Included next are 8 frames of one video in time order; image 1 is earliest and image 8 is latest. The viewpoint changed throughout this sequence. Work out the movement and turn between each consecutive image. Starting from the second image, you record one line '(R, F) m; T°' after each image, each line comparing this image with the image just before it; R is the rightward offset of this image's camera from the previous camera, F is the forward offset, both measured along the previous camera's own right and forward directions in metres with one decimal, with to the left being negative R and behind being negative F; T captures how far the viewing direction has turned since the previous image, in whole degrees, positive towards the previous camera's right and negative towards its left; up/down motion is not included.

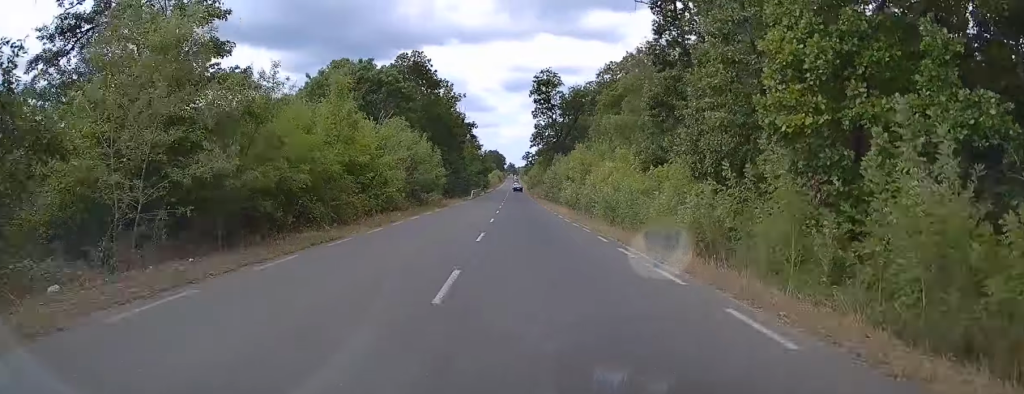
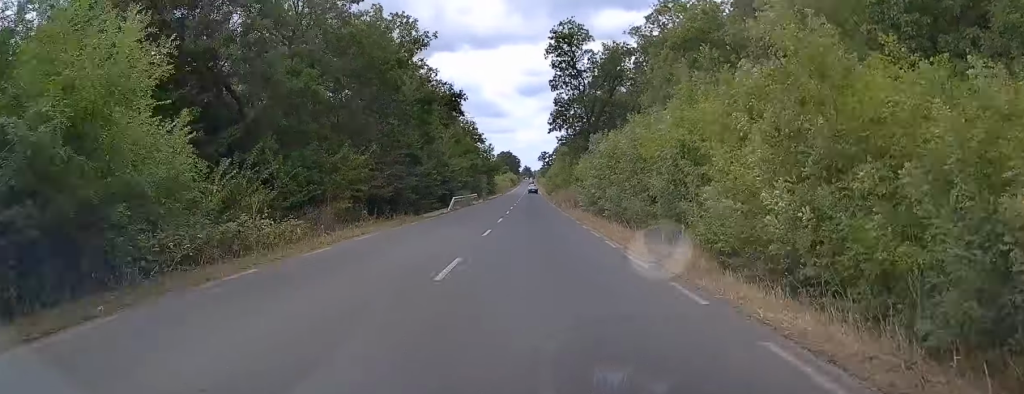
(-1.2, +33.9) m; -3°
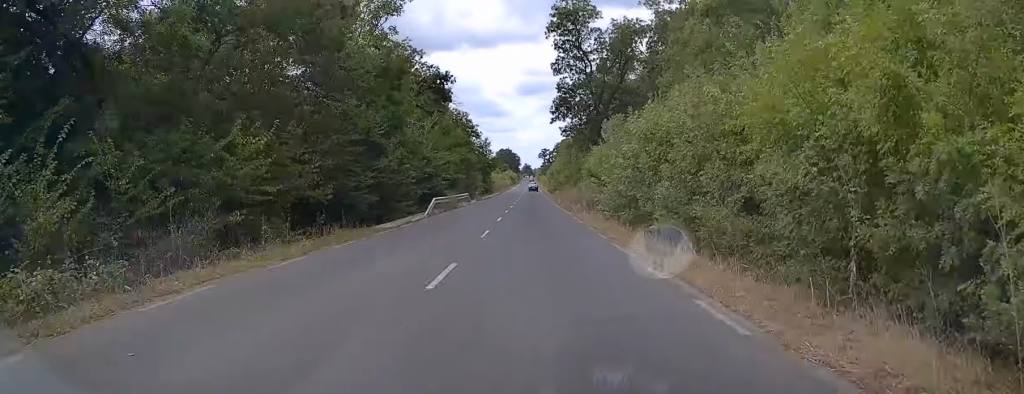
(0.0, +9.7) m; 0°
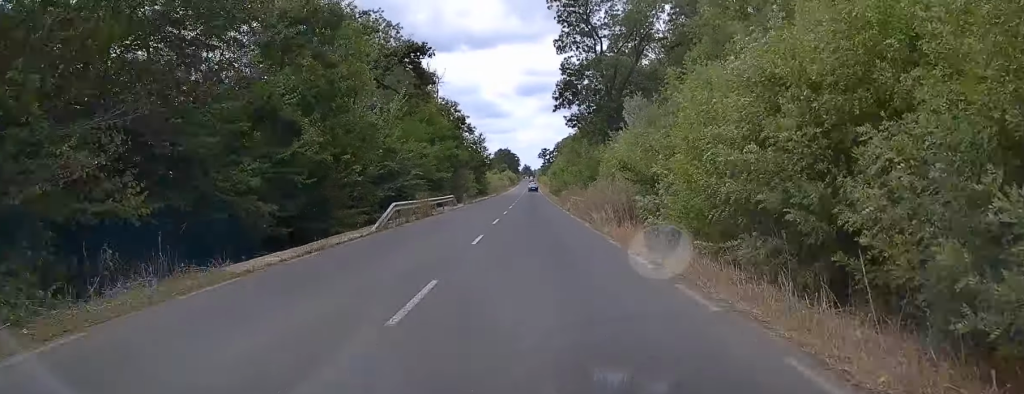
(0.0, +11.1) m; 0°
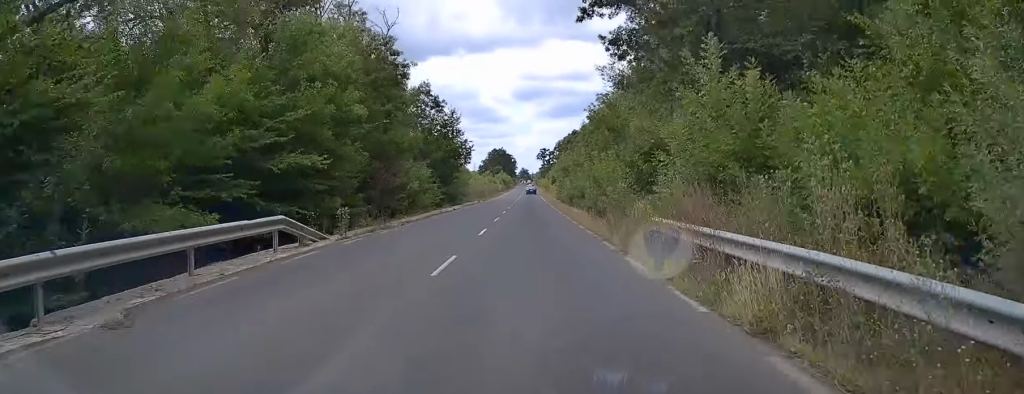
(+0.1, +32.1) m; 0°
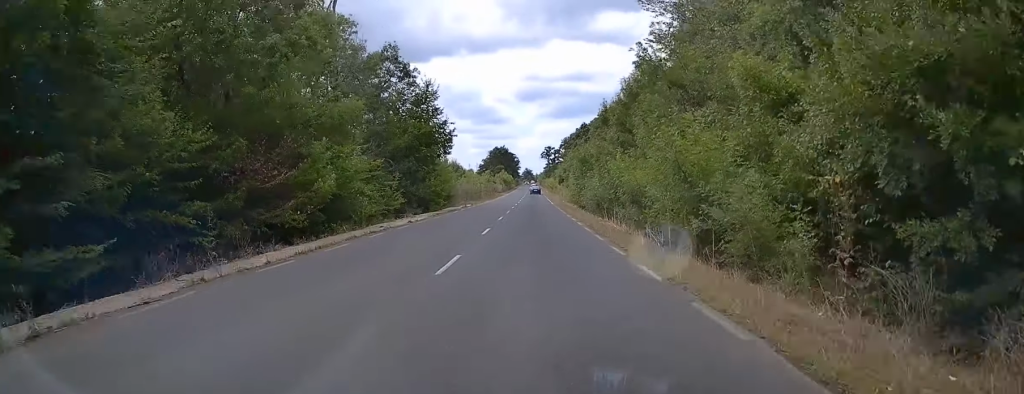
(0.0, +17.4) m; 0°
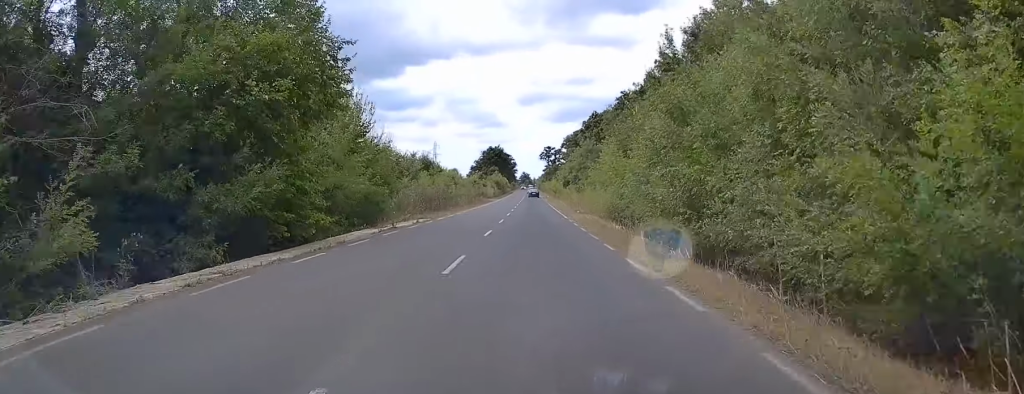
(0.0, +26.2) m; 0°
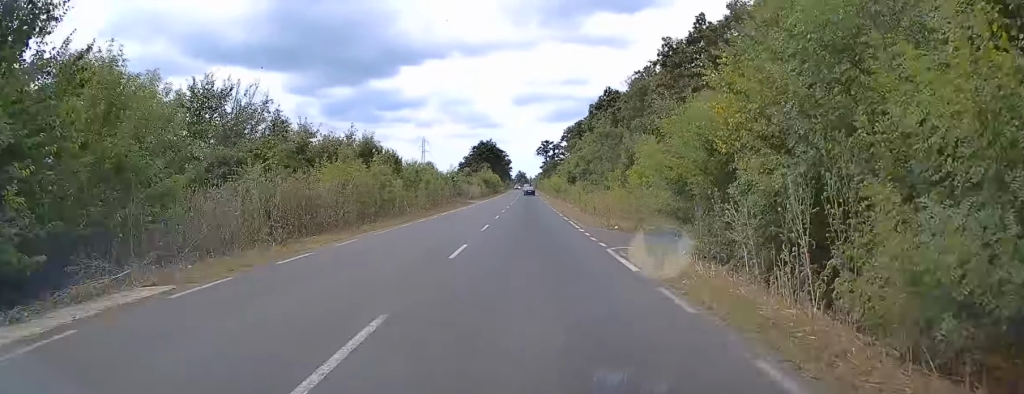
(-0.1, +24.2) m; 0°
